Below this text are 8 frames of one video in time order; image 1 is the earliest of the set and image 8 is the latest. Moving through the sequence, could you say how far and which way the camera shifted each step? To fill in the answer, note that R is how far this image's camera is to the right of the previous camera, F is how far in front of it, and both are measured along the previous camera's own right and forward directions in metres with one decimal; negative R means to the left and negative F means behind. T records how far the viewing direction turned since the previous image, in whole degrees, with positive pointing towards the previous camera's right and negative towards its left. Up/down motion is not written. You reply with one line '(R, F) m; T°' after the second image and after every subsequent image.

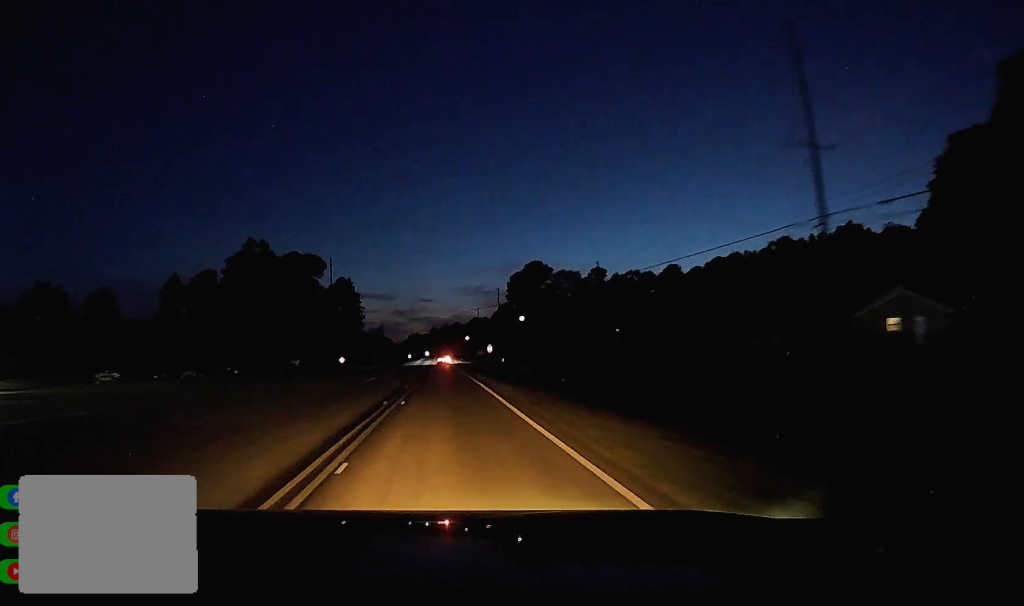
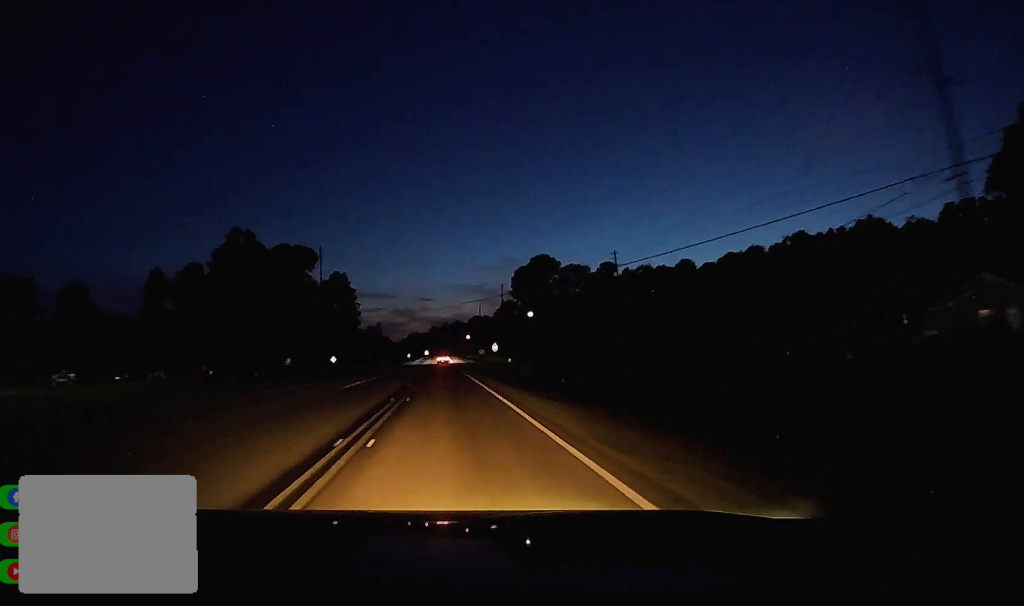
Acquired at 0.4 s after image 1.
(+0.4, +10.1) m; 0°
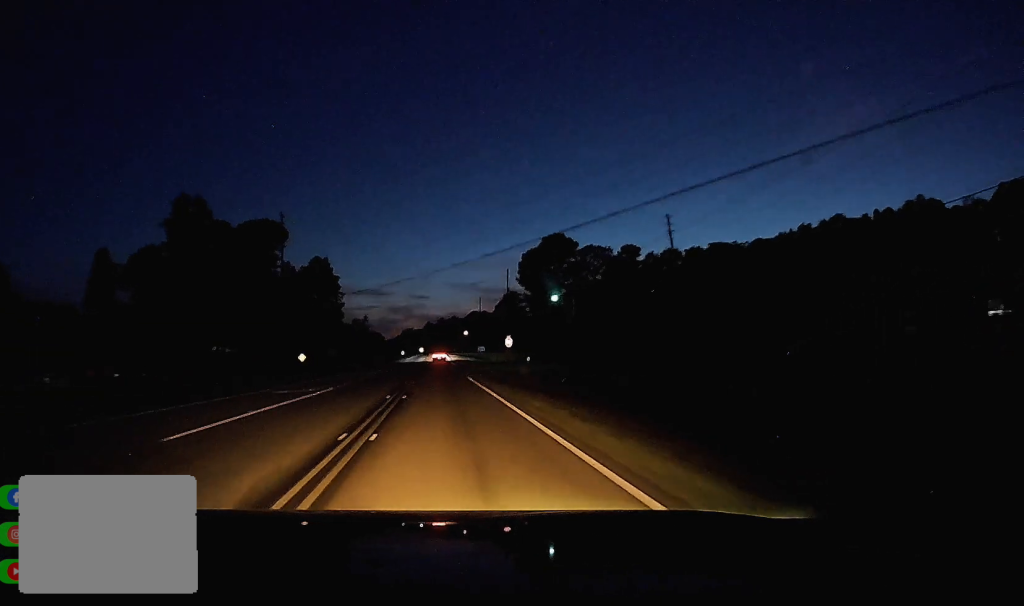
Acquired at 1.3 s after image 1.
(-0.5, +22.3) m; -1°
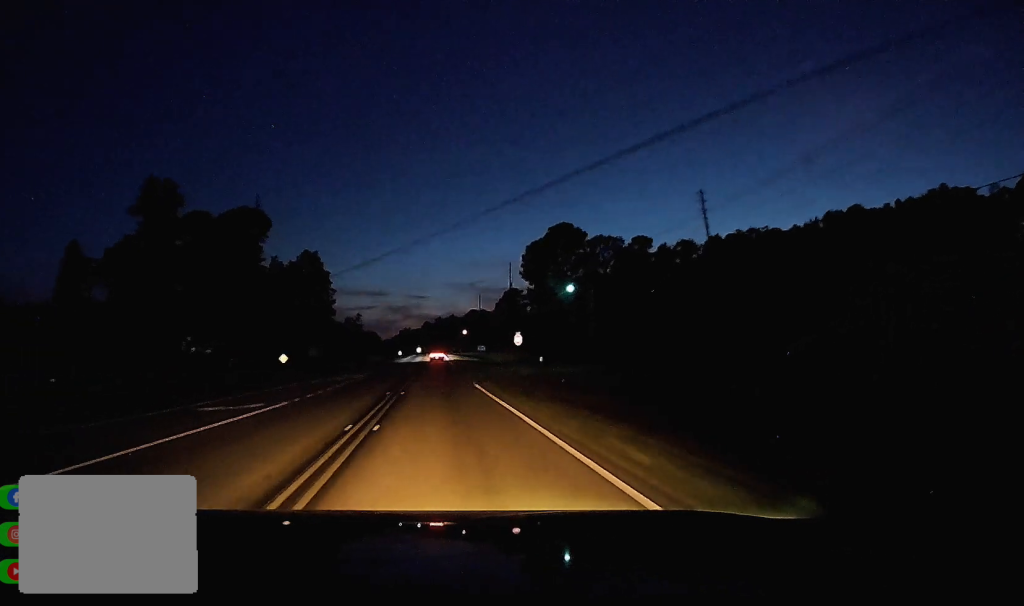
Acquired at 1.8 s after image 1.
(-0.1, +10.2) m; 0°
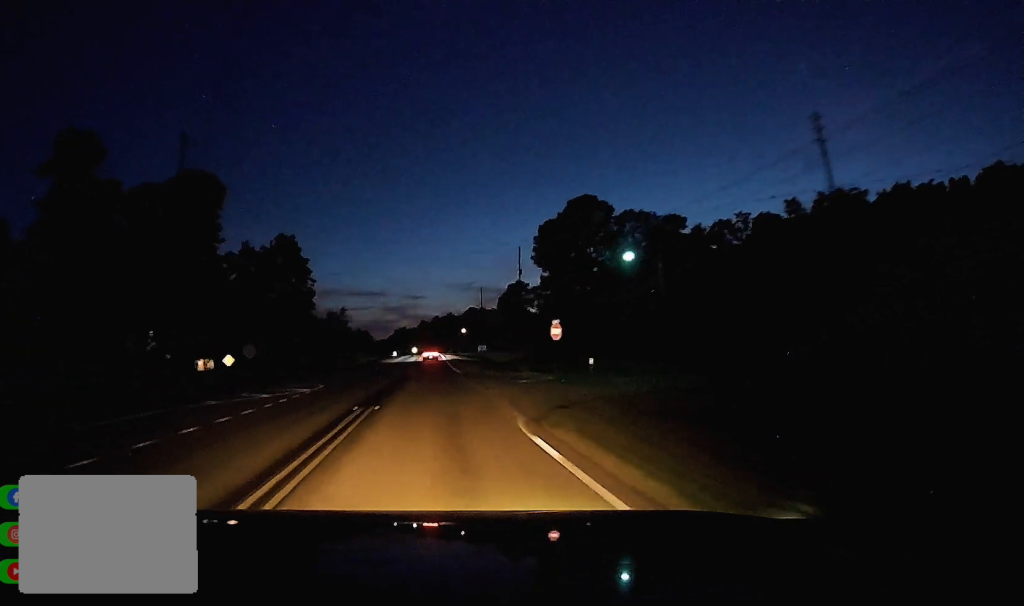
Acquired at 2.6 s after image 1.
(-0.1, +20.3) m; +2°
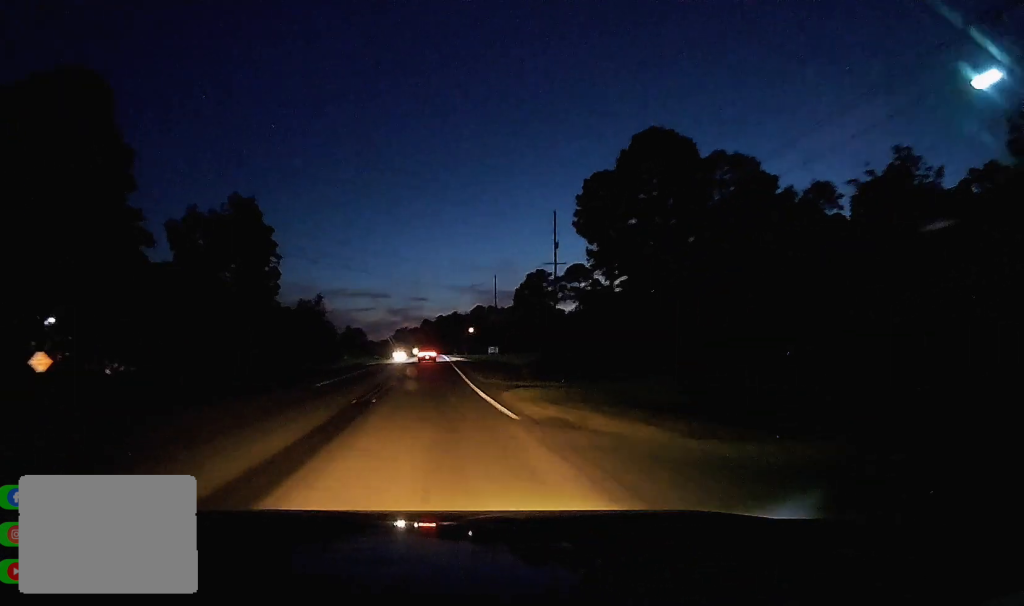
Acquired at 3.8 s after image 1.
(+0.8, +30.8) m; 0°
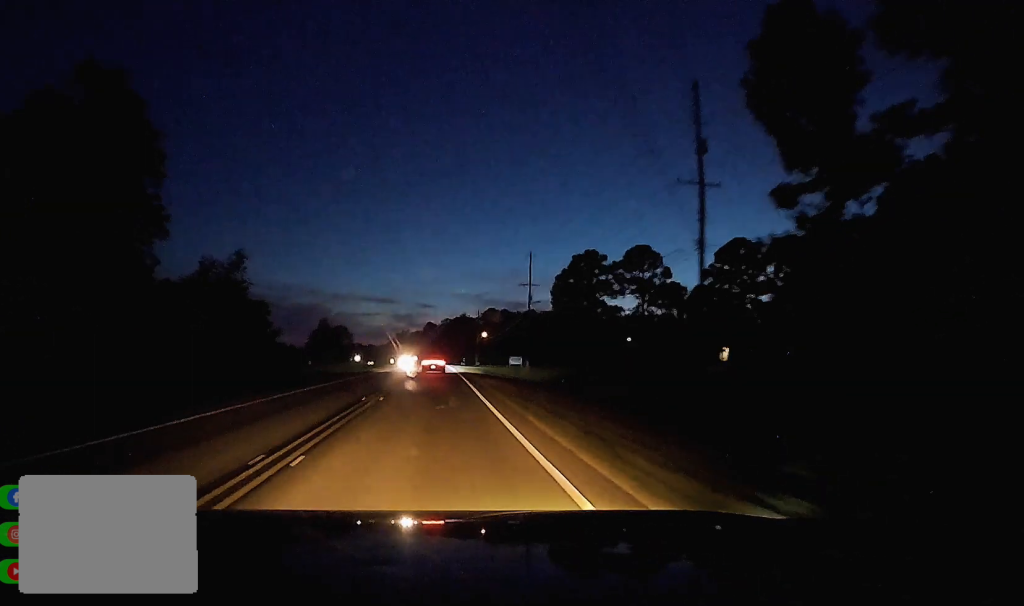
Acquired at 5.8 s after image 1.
(-0.2, +47.1) m; -1°
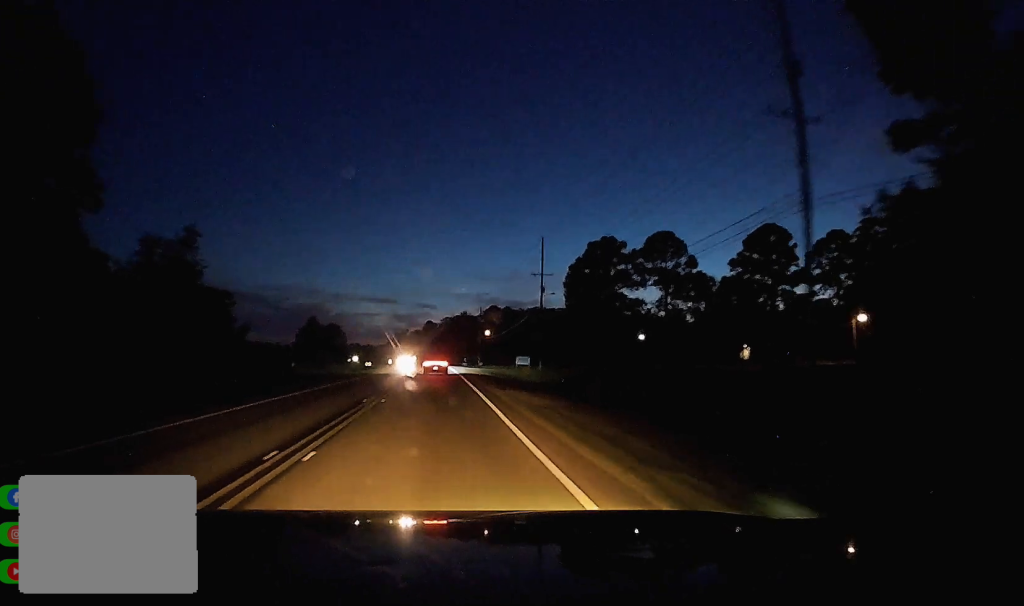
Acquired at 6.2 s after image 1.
(-0.4, +12.1) m; -1°
